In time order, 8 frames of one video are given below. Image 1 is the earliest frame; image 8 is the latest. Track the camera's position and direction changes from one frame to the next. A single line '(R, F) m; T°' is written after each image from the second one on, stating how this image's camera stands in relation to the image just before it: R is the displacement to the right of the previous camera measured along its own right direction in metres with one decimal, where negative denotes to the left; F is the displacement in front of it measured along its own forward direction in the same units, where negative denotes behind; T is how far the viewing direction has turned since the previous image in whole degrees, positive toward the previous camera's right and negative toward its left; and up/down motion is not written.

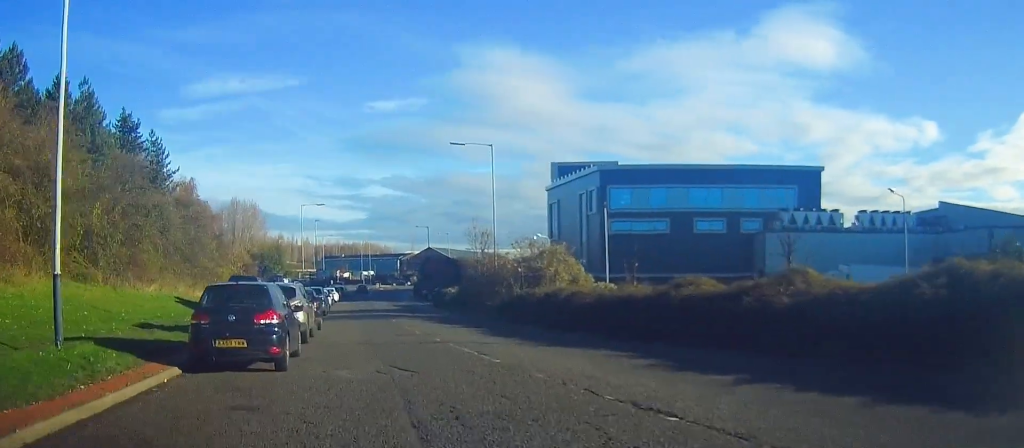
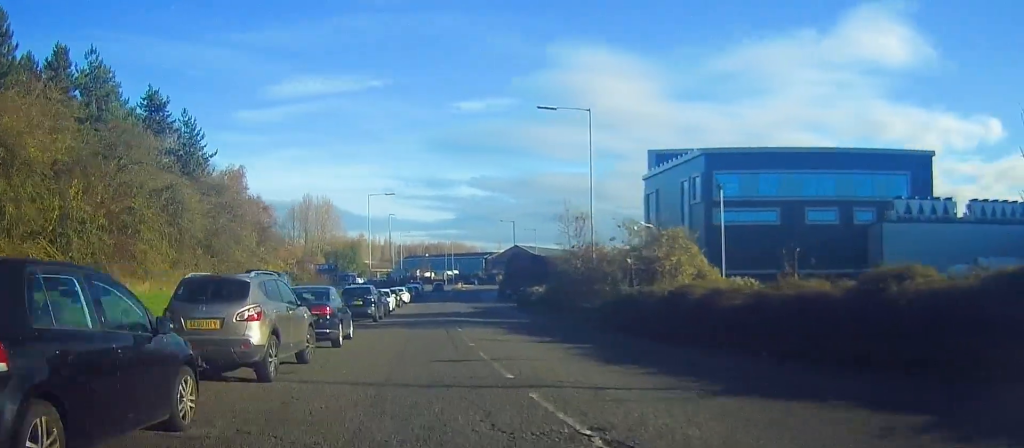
(-0.3, +7.6) m; -4°
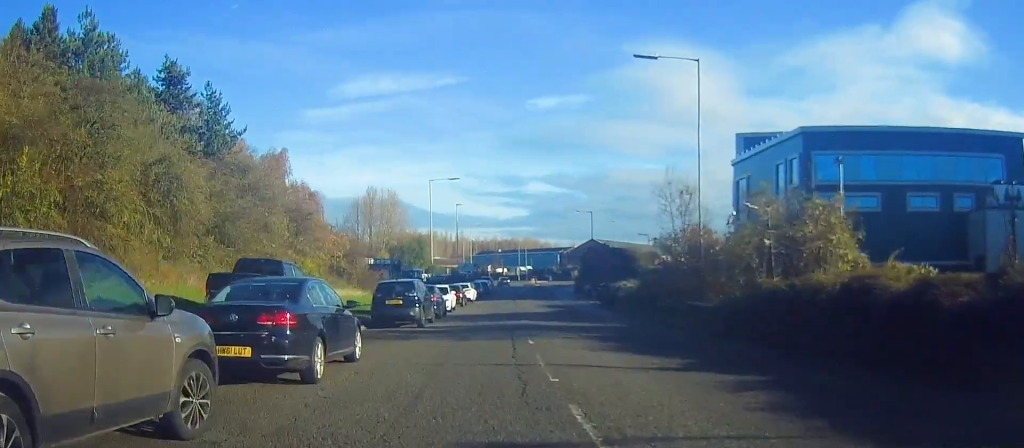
(-0.2, +6.7) m; -7°
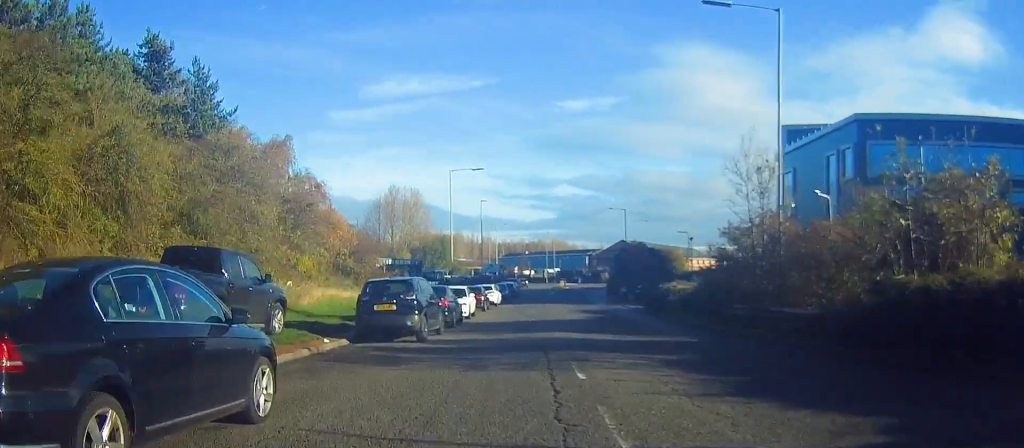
(-0.3, +5.4) m; -5°
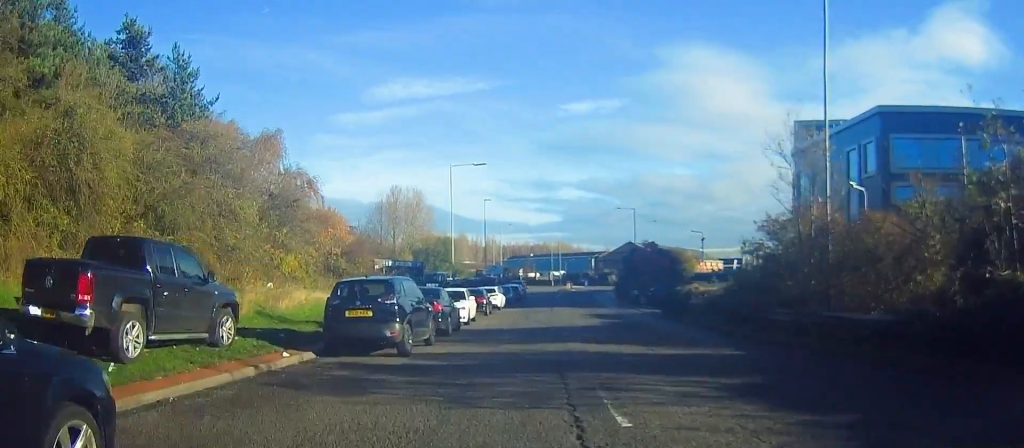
(-0.4, +3.0) m; -1°
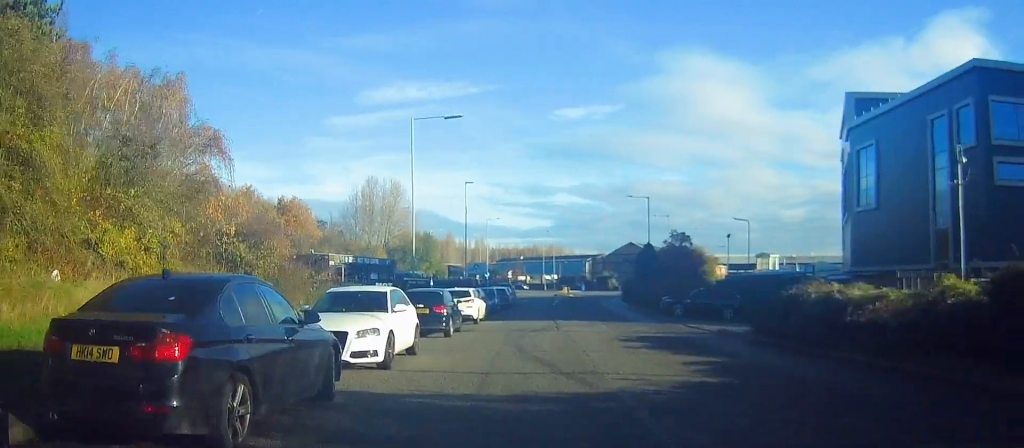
(+0.3, +13.7) m; +1°
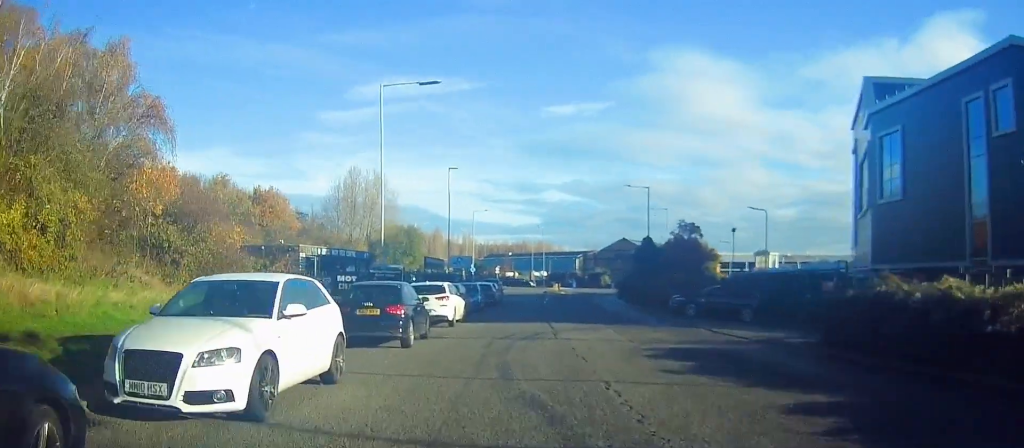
(-0.1, +5.0) m; -1°
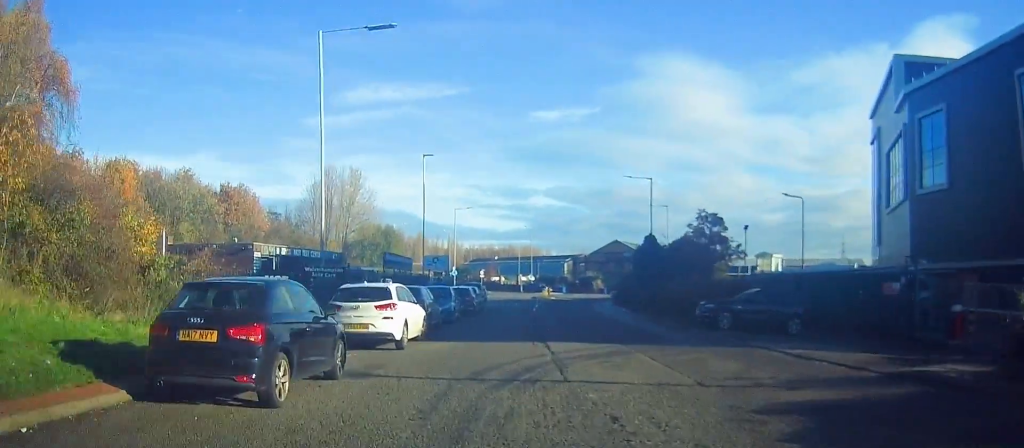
(0.0, +7.0) m; +2°
